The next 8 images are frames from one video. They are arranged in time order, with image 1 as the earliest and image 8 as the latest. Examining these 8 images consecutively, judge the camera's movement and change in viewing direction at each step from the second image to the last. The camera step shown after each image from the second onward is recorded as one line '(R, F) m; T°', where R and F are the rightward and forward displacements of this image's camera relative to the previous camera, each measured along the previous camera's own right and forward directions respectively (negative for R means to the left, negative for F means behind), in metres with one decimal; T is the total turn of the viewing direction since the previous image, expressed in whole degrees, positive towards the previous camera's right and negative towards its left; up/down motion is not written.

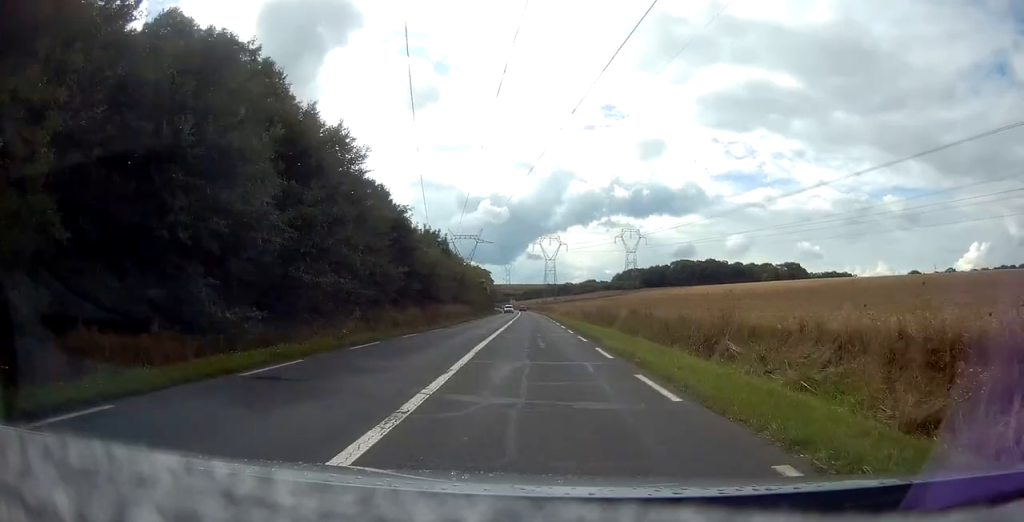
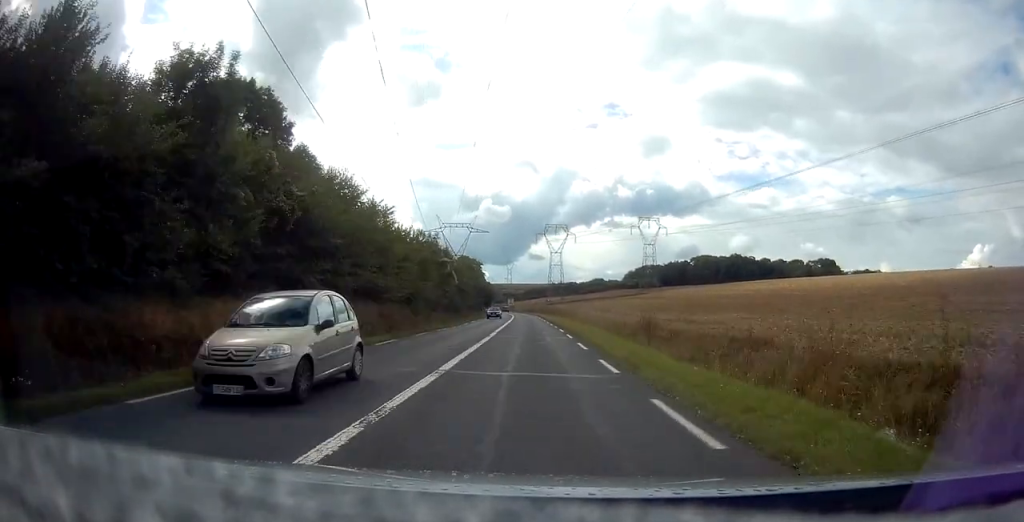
(-0.4, +49.5) m; -1°
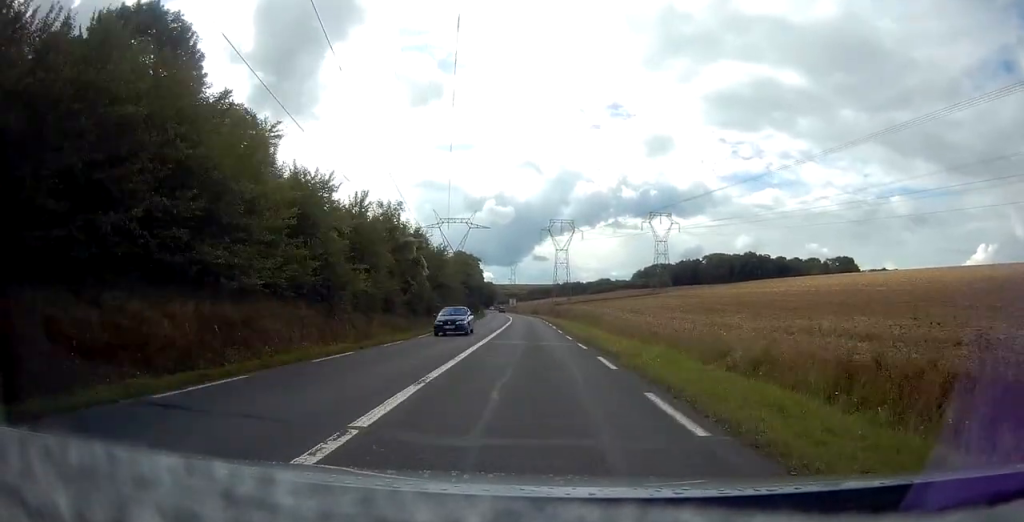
(-0.1, +19.4) m; 0°
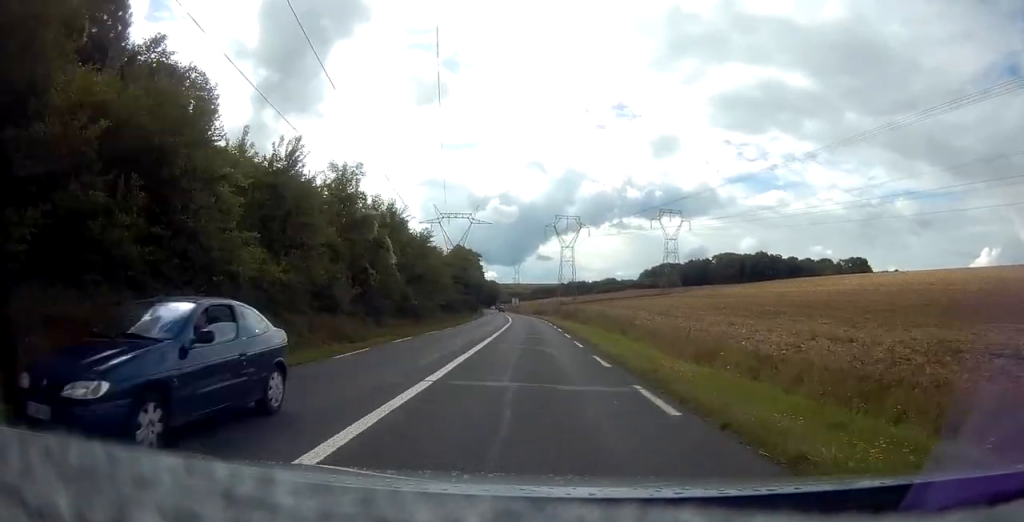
(+0.1, +11.8) m; 0°
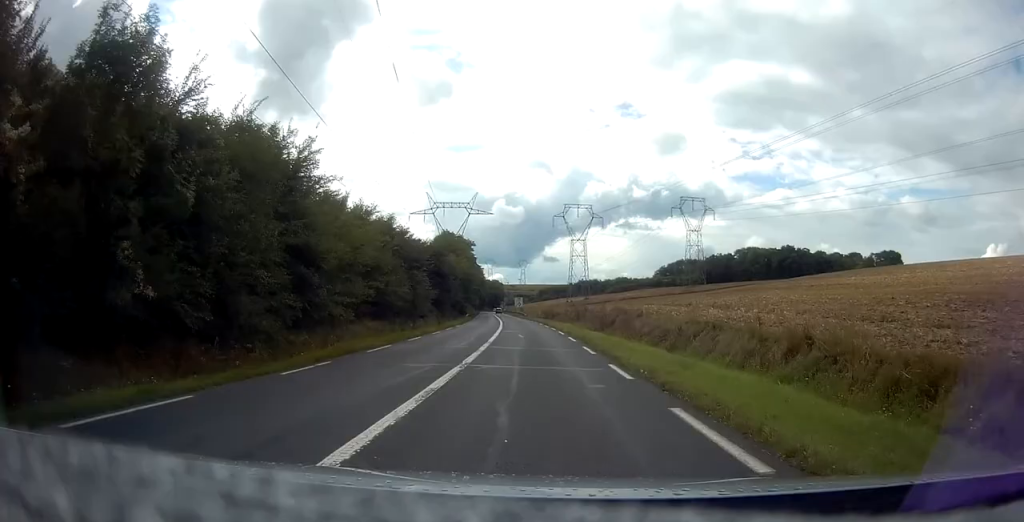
(-0.2, +30.3) m; -1°
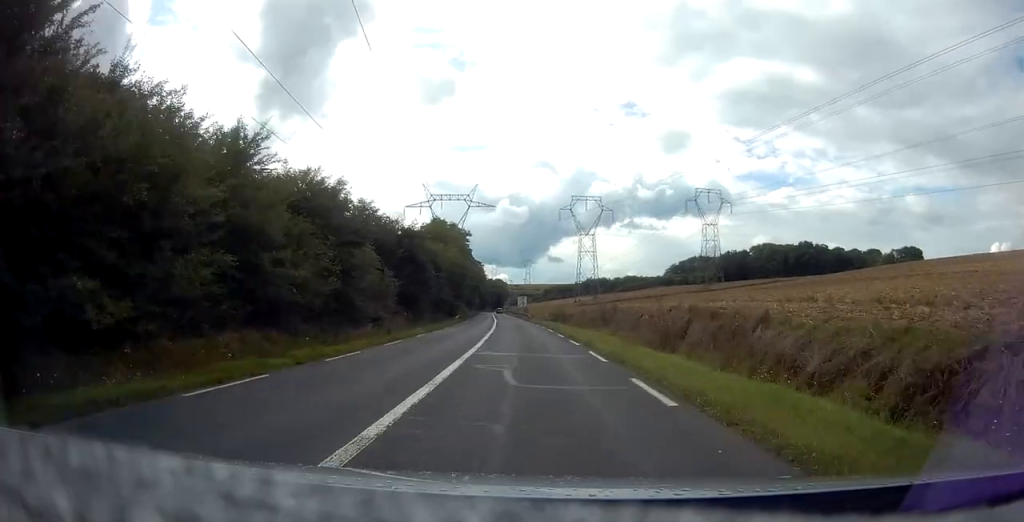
(0.0, +16.9) m; -1°
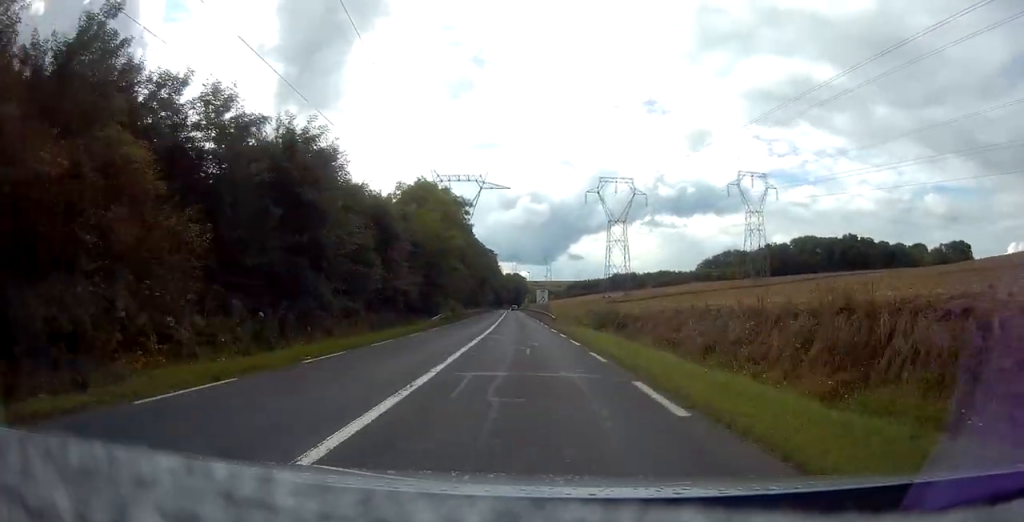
(-0.4, +27.6) m; -1°
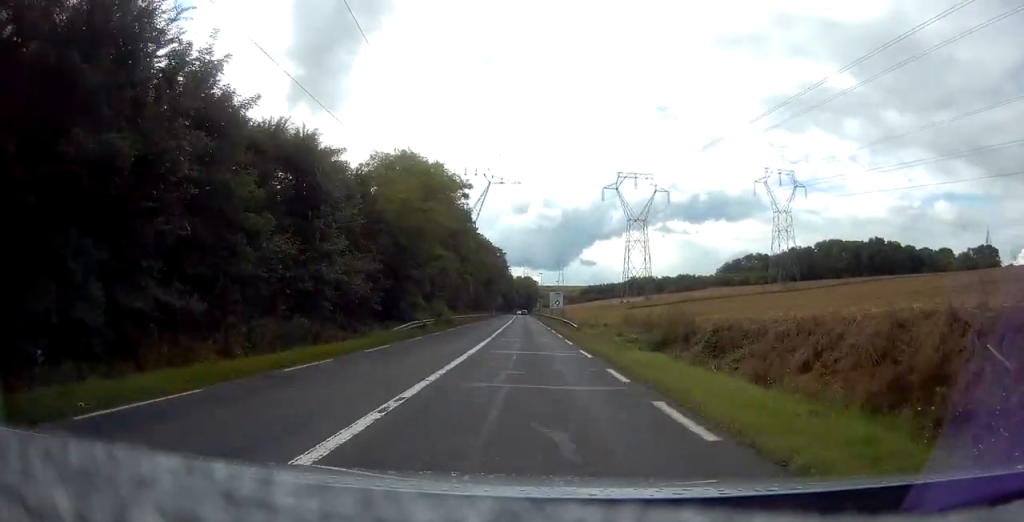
(+0.1, +14.5) m; -1°
